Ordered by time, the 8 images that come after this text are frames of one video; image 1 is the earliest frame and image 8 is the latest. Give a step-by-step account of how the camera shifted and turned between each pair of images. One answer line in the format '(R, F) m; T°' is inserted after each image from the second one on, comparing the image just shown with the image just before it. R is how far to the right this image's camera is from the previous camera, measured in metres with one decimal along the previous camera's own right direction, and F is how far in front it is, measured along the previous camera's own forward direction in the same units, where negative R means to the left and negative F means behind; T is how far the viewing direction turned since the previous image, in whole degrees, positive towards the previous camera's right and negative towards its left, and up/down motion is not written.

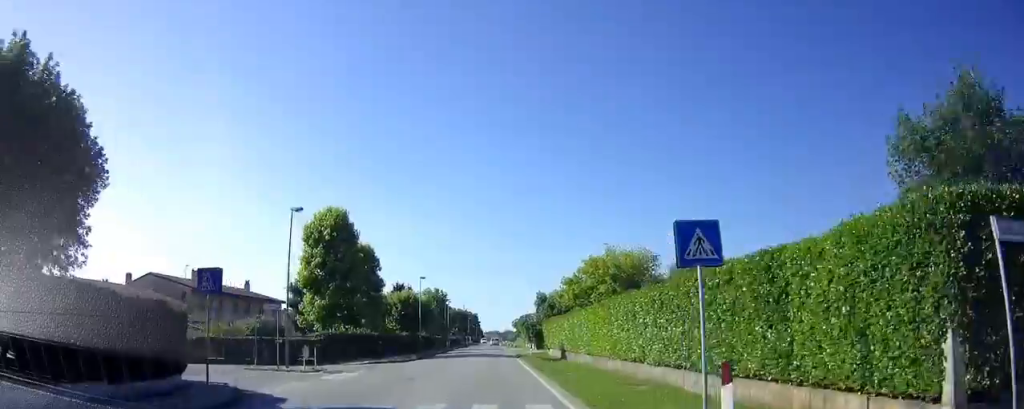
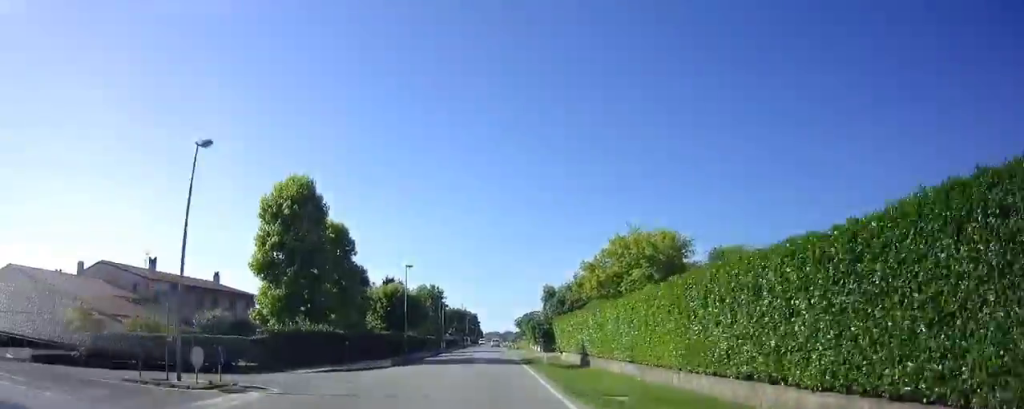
(+0.1, +8.7) m; 0°
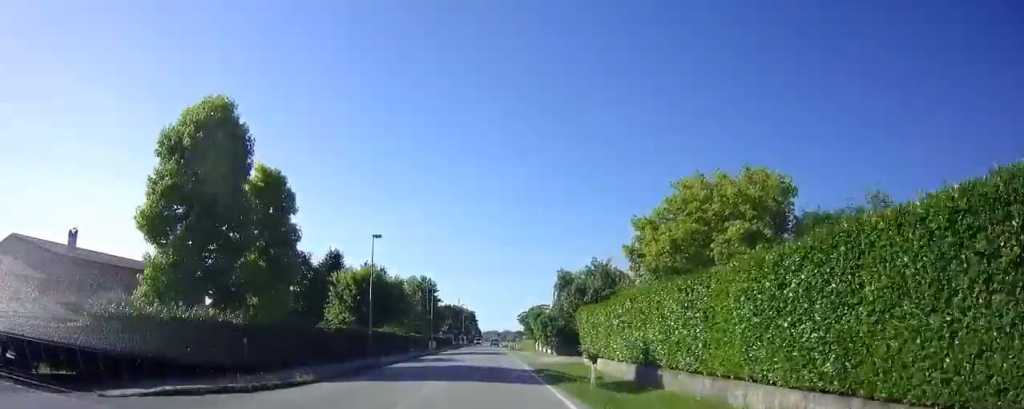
(-0.1, +12.1) m; 0°
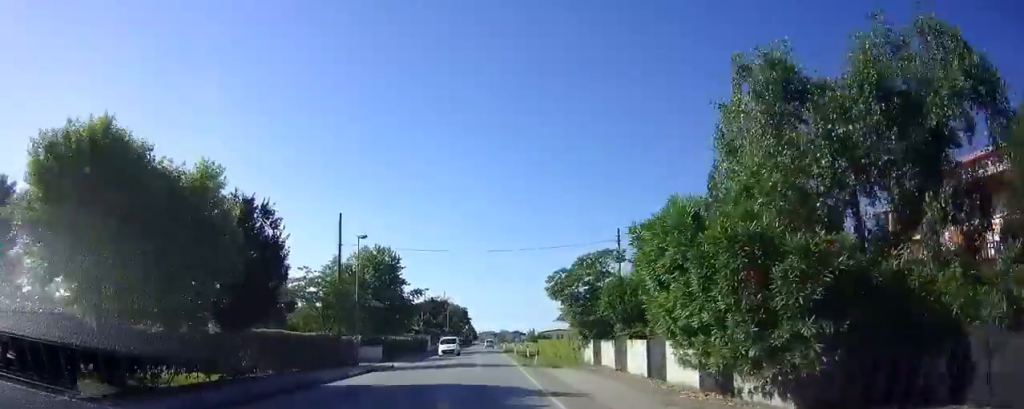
(0.0, +33.1) m; 0°
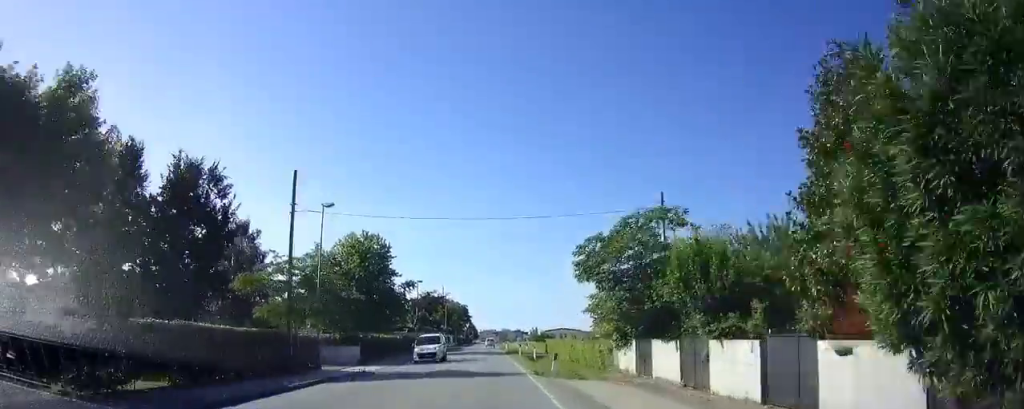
(0.0, +7.6) m; 0°
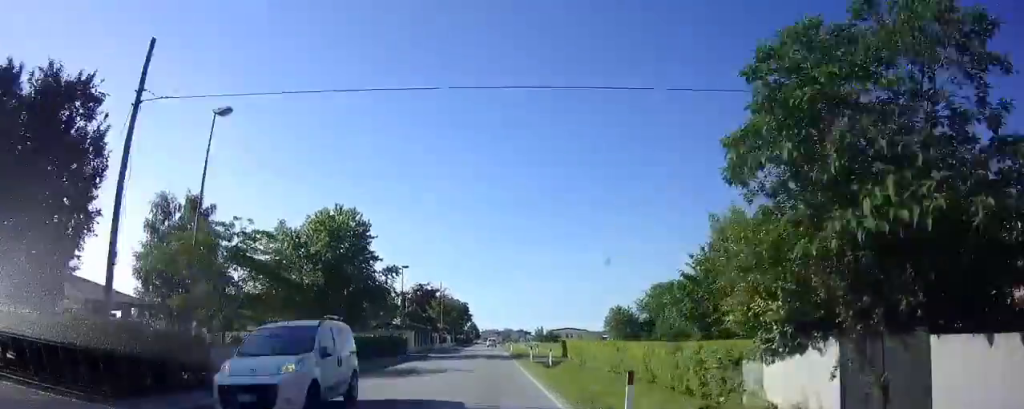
(0.0, +10.6) m; 0°
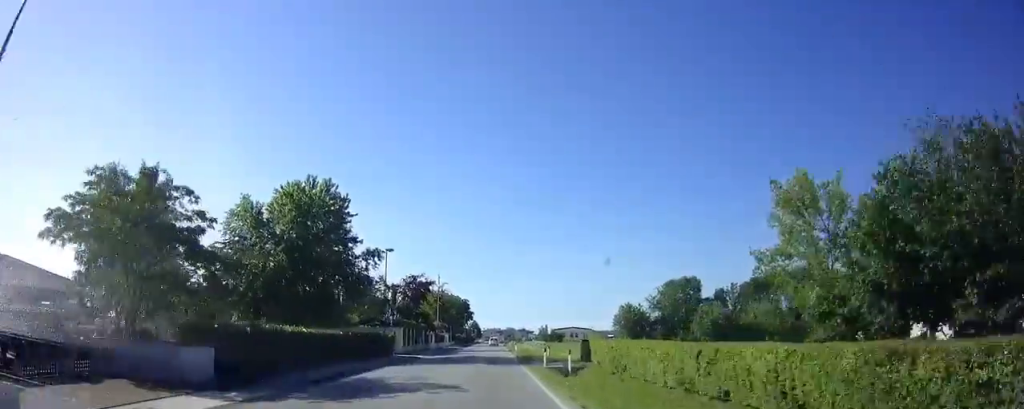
(0.0, +7.6) m; 0°
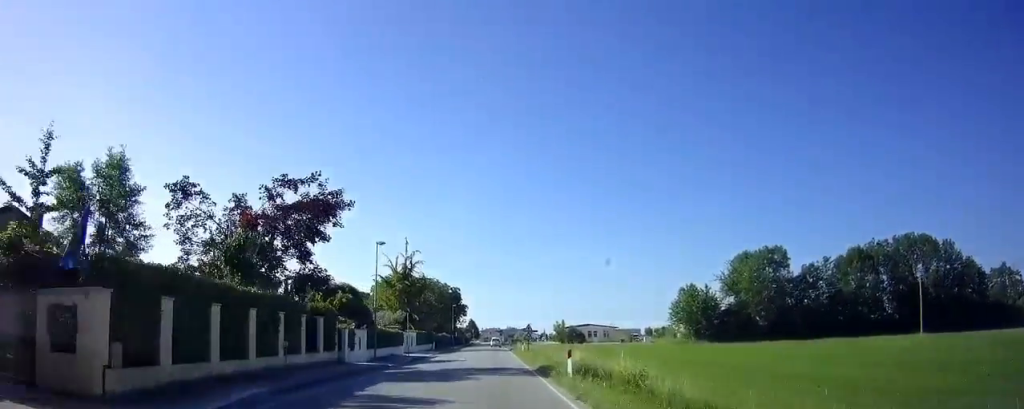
(0.0, +36.7) m; 0°
